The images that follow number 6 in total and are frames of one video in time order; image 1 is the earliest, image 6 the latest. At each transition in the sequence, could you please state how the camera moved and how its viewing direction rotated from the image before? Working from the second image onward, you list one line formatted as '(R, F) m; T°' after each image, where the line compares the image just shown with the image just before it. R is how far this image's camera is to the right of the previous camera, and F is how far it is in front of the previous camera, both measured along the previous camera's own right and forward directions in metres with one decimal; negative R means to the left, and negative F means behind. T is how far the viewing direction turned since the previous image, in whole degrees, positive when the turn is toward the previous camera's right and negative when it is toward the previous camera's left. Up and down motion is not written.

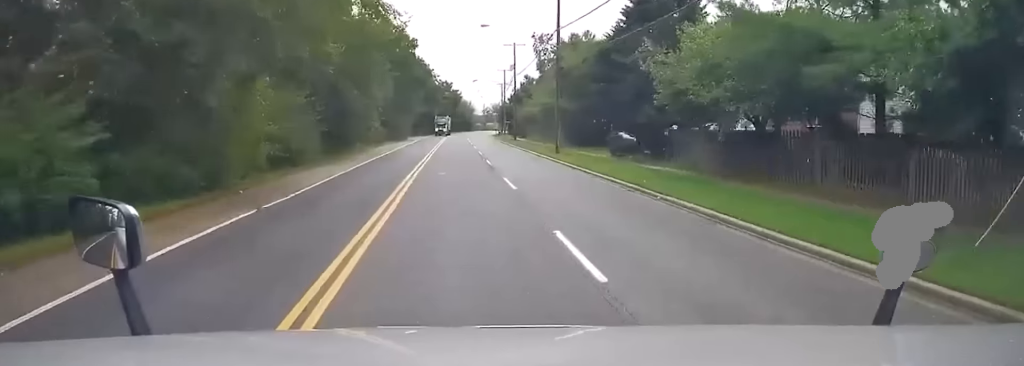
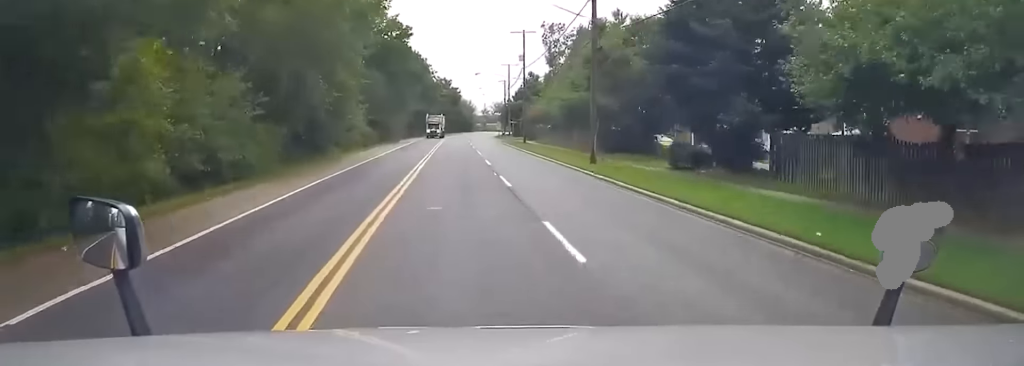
(+0.2, +7.9) m; -1°
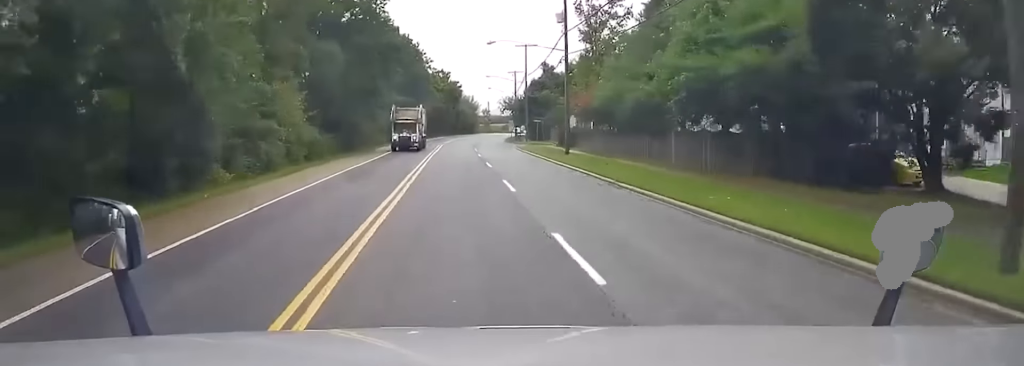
(-1.1, +28.8) m; -1°
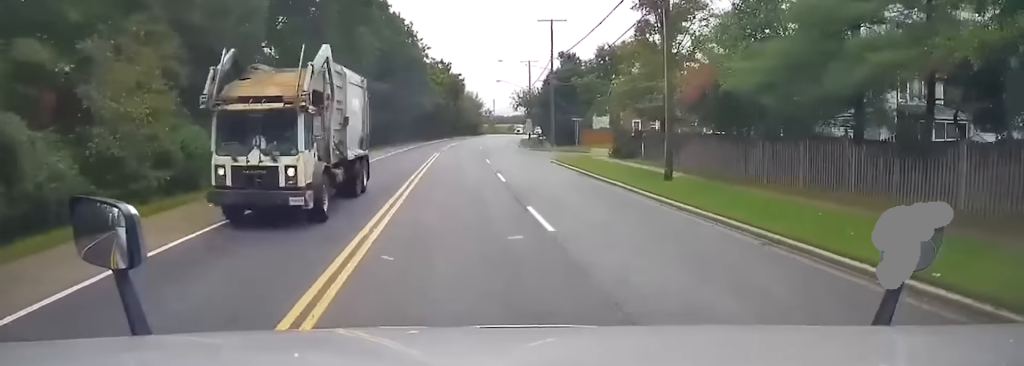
(+0.3, +21.8) m; +1°
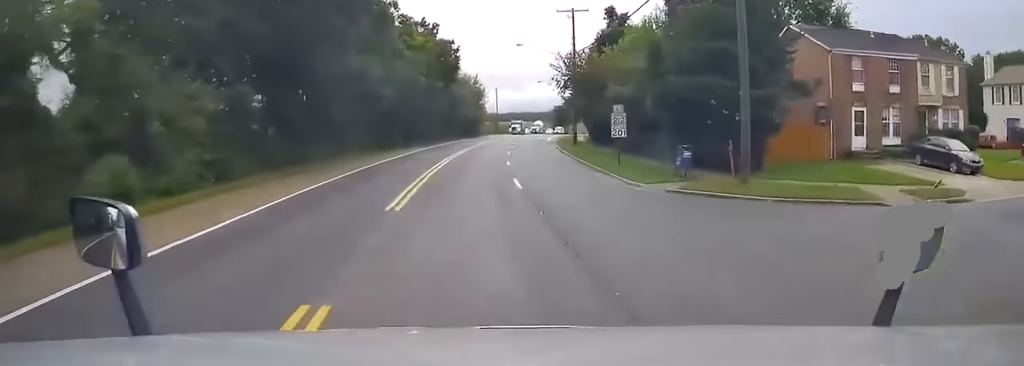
(-0.4, +43.8) m; 0°
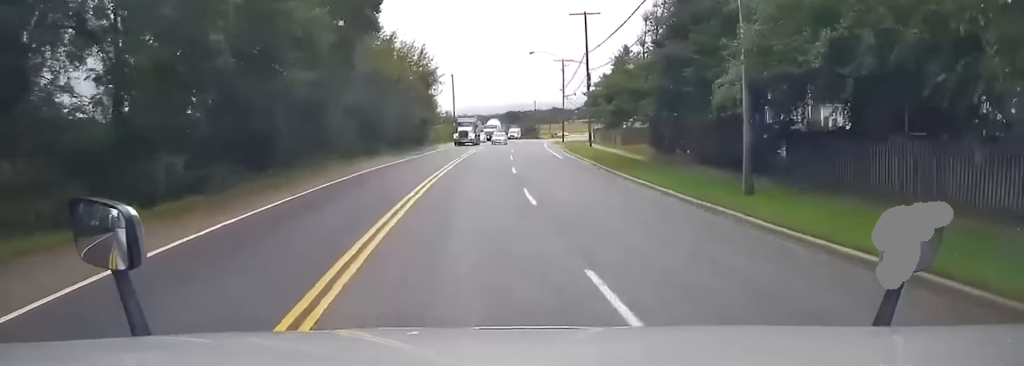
(+0.8, +34.4) m; +1°
